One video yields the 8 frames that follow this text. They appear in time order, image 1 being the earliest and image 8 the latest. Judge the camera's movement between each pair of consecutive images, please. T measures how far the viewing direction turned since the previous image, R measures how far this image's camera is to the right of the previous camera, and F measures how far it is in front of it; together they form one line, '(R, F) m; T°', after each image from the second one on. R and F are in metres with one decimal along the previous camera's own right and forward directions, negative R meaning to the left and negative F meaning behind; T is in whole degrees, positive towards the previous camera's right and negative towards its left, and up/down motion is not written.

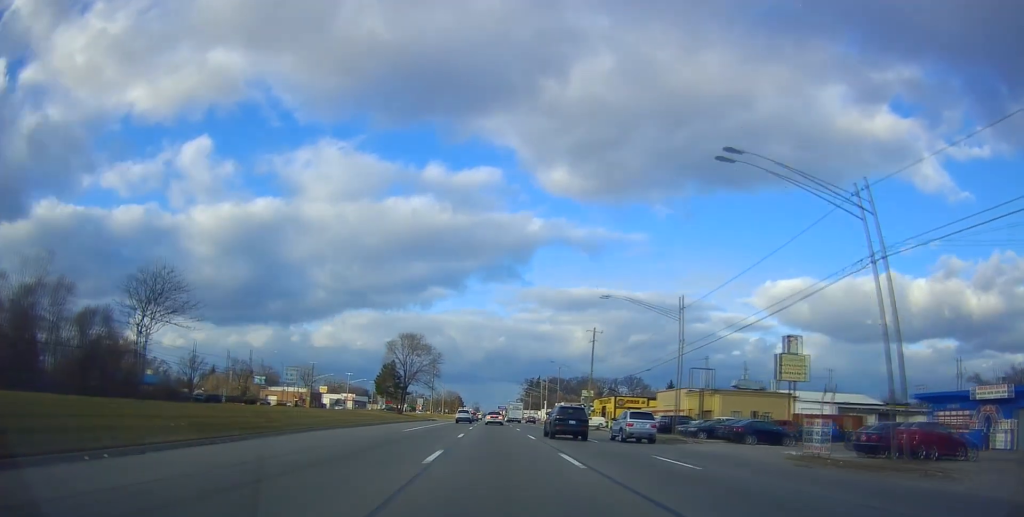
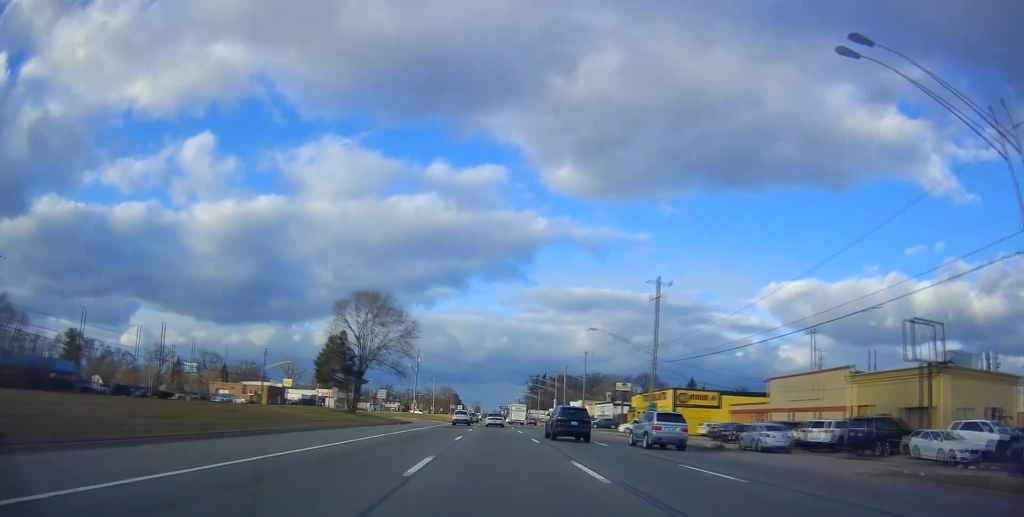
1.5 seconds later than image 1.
(+0.5, +33.4) m; +1°
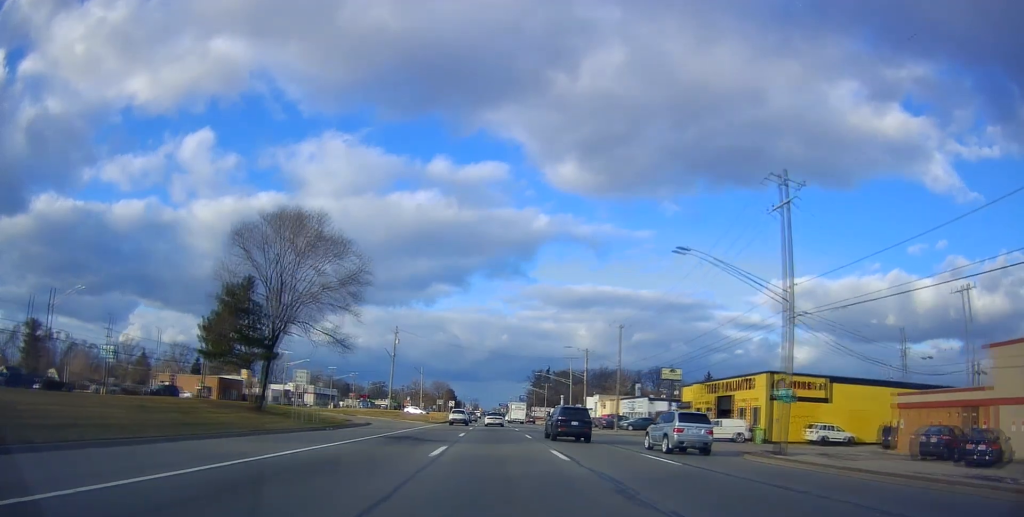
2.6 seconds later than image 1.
(0.0, +25.7) m; -1°
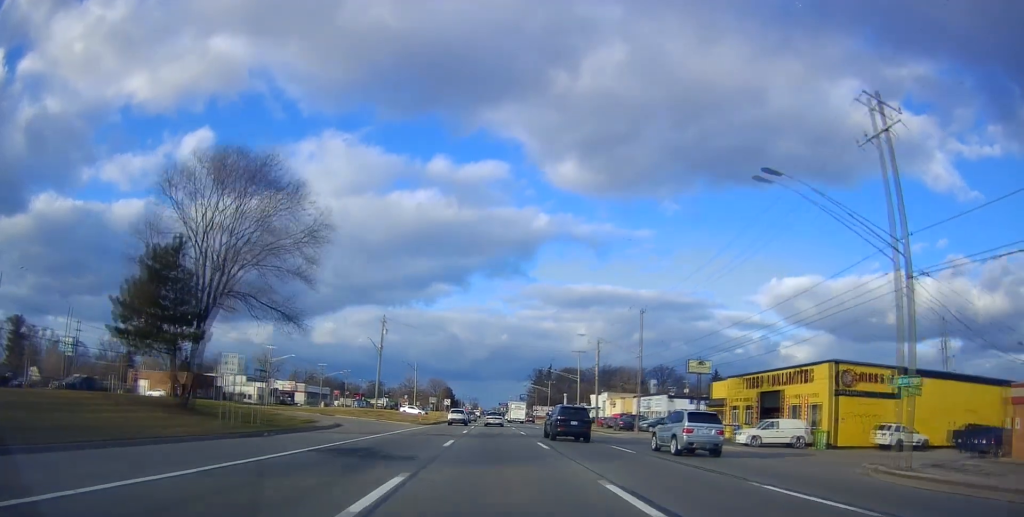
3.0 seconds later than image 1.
(+0.2, +9.7) m; -1°
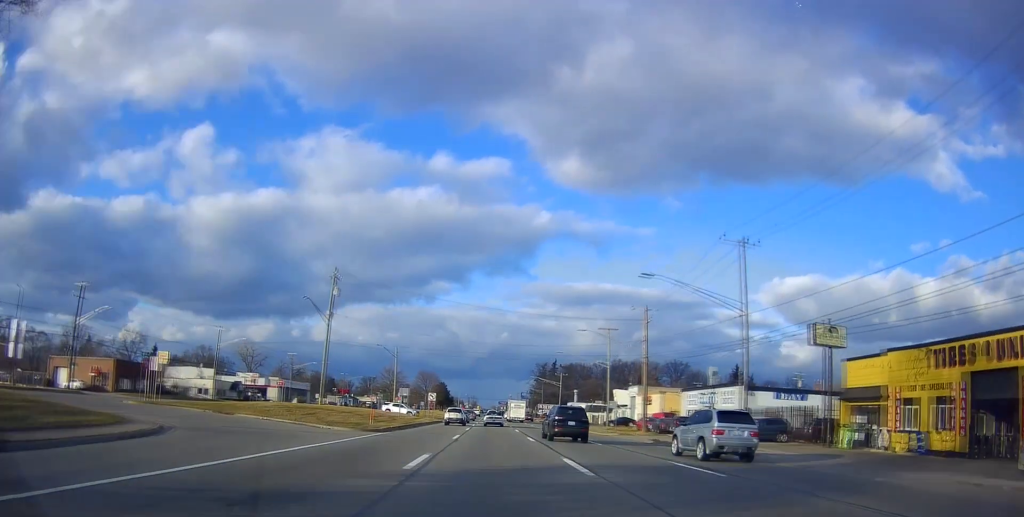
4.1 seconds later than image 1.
(-0.8, +24.6) m; 0°
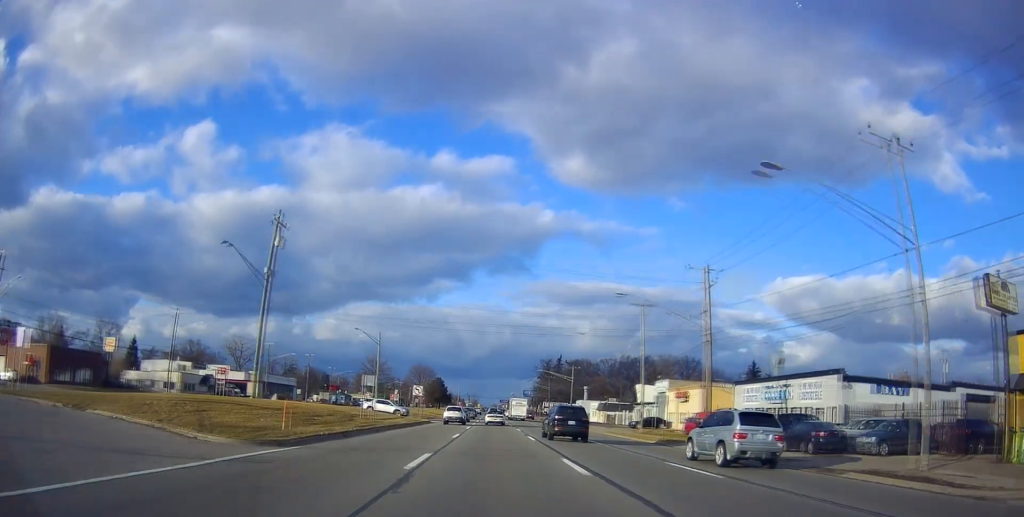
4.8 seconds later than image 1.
(+0.6, +15.4) m; +1°
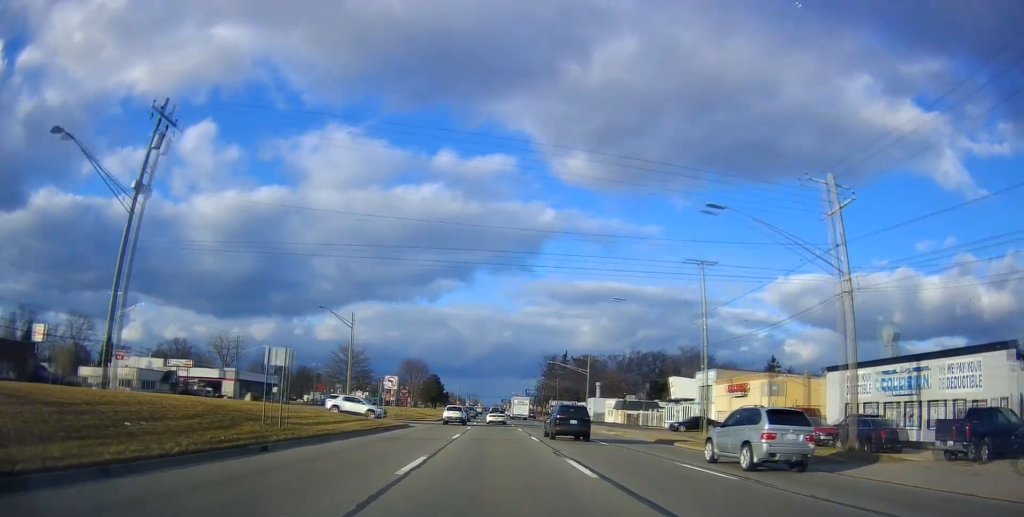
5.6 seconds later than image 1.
(+0.2, +16.1) m; 0°
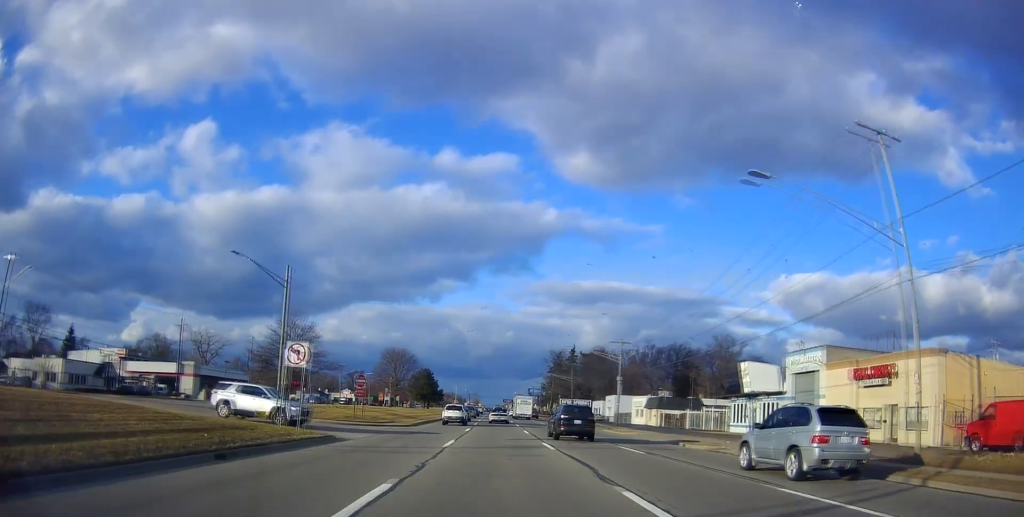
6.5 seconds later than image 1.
(-0.2, +21.1) m; -1°
